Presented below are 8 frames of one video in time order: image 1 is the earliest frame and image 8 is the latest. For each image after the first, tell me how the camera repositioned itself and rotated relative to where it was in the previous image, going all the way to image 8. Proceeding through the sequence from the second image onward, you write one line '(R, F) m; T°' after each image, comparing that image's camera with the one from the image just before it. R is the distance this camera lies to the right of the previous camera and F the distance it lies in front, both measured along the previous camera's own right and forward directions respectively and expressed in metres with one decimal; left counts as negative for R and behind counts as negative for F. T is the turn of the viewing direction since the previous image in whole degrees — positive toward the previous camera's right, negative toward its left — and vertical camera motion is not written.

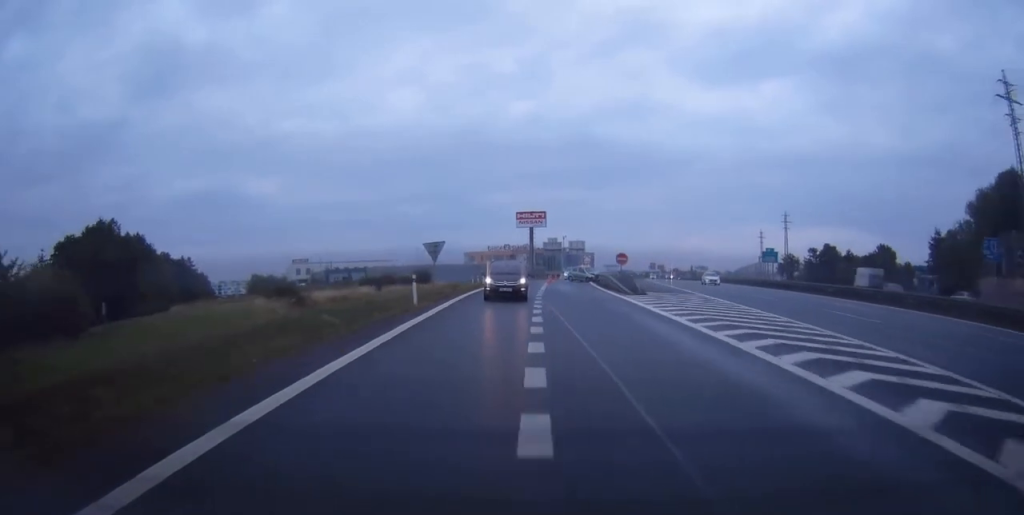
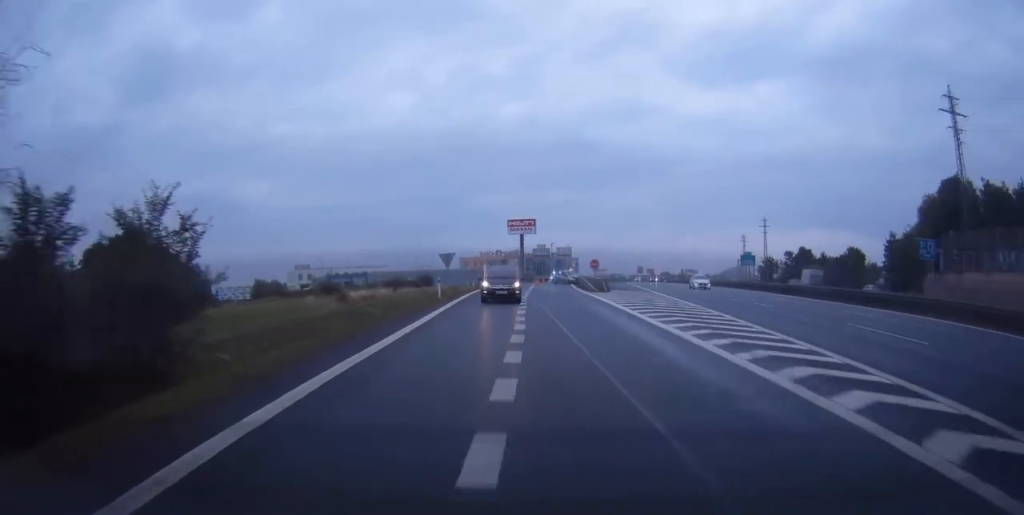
(0.0, +11.1) m; 0°
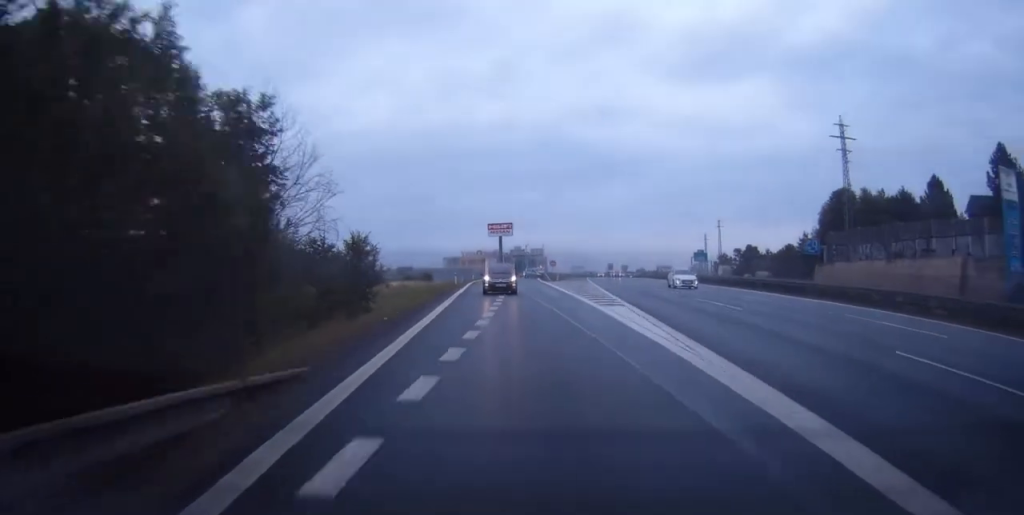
(+0.6, +26.7) m; +2°
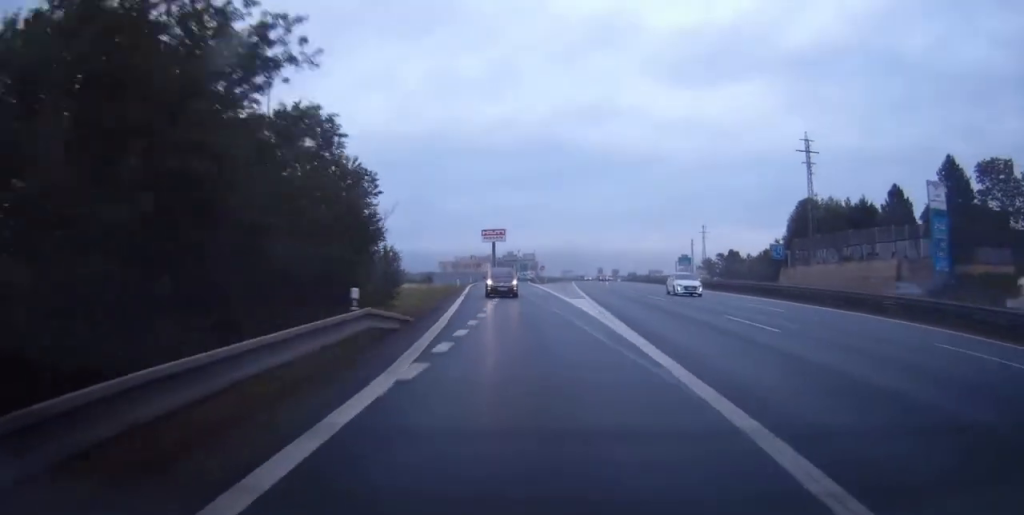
(+0.1, +11.0) m; +1°
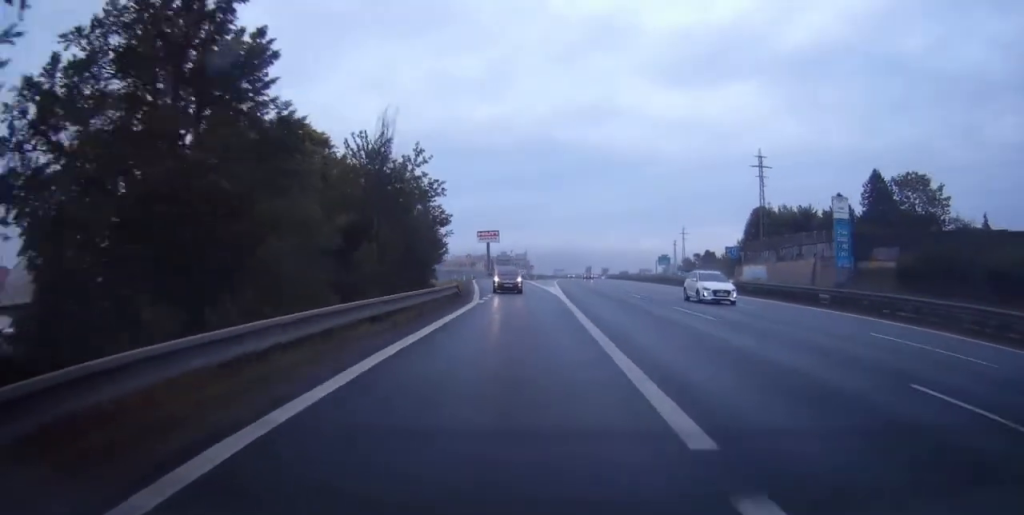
(+0.2, +20.1) m; 0°
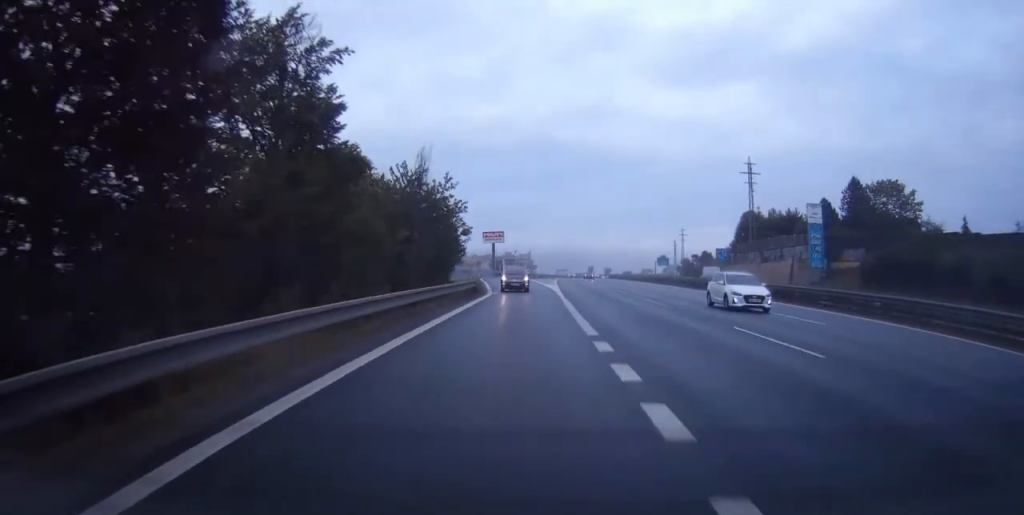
(0.0, +9.1) m; 0°
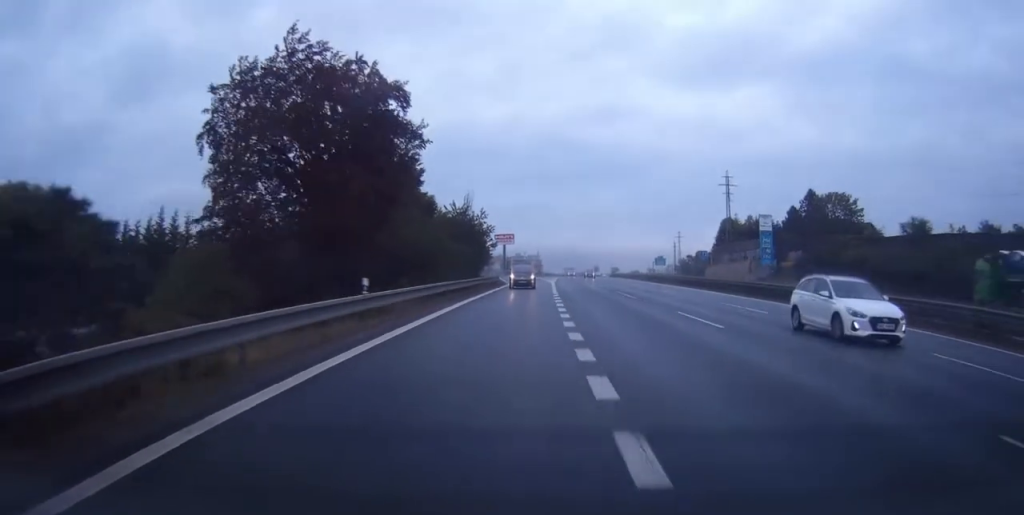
(0.0, +22.5) m; -1°
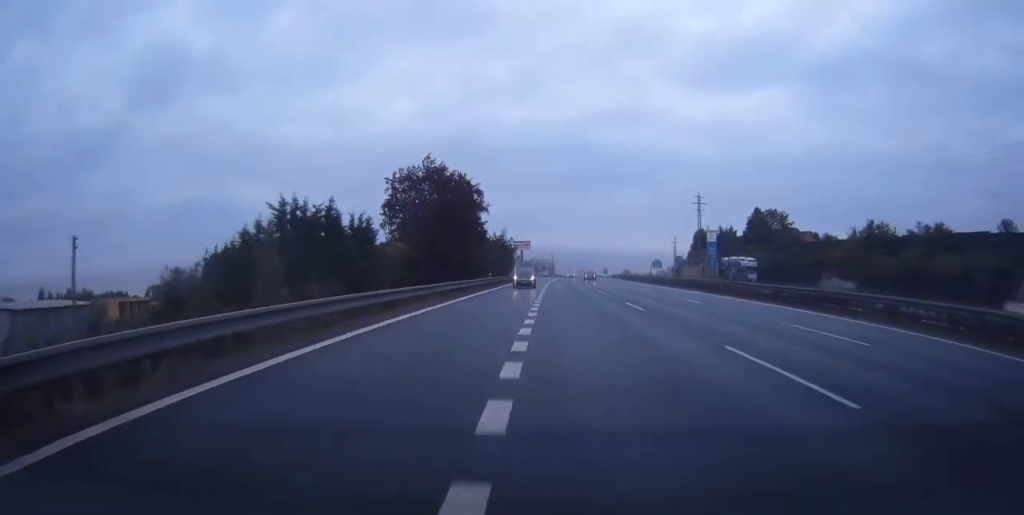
(-0.6, +43.1) m; -1°
